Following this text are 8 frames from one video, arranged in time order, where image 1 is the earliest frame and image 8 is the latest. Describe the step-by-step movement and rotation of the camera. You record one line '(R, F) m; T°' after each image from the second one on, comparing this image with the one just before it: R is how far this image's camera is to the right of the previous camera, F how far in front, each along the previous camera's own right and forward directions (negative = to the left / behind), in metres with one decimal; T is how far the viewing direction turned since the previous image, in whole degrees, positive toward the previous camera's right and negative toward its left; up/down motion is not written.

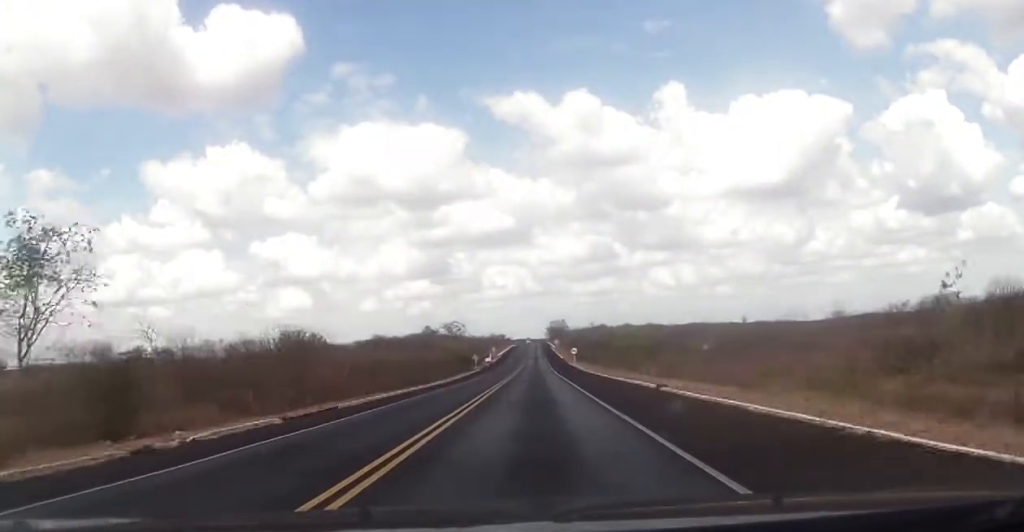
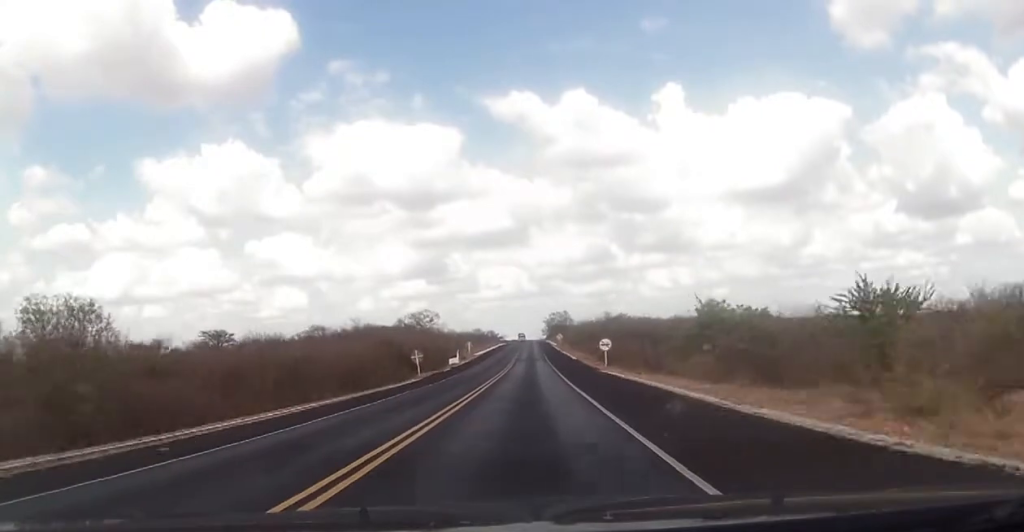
(+0.5, +50.2) m; 0°
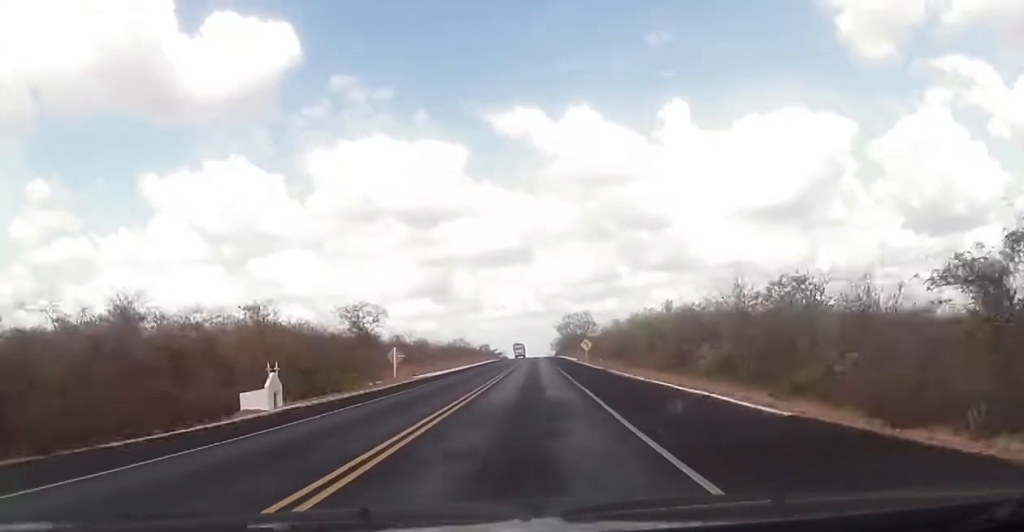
(-0.1, +59.9) m; 0°
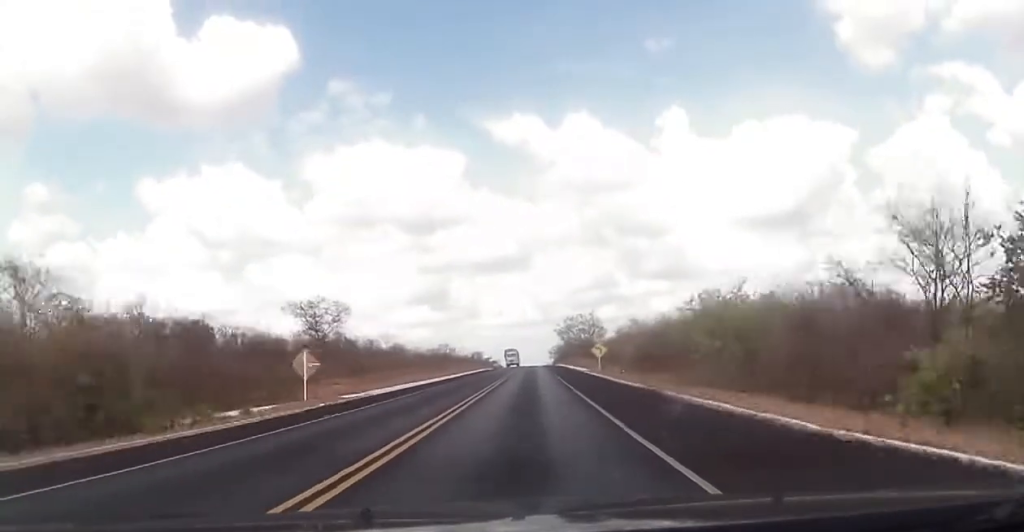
(0.0, +18.7) m; 0°
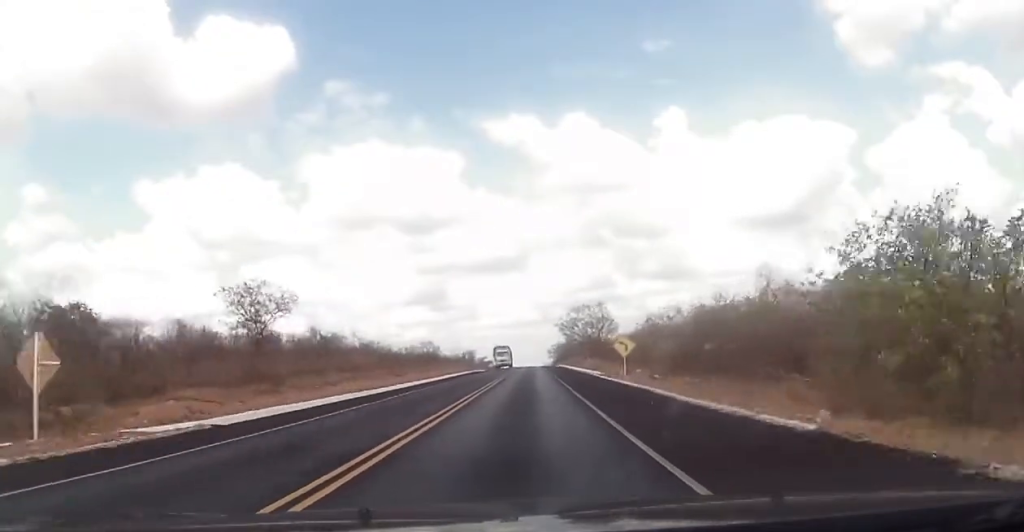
(0.0, +17.7) m; 0°
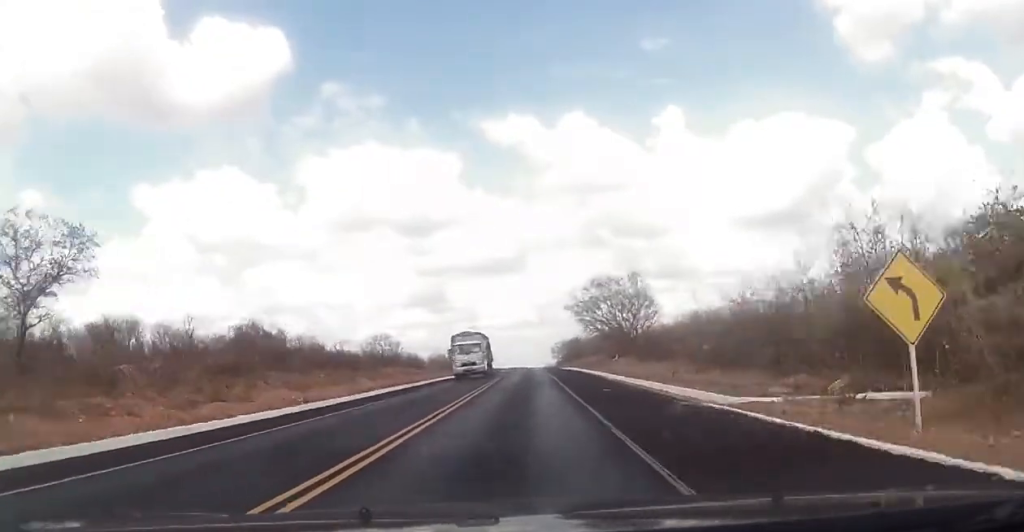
(+0.1, +32.2) m; 0°
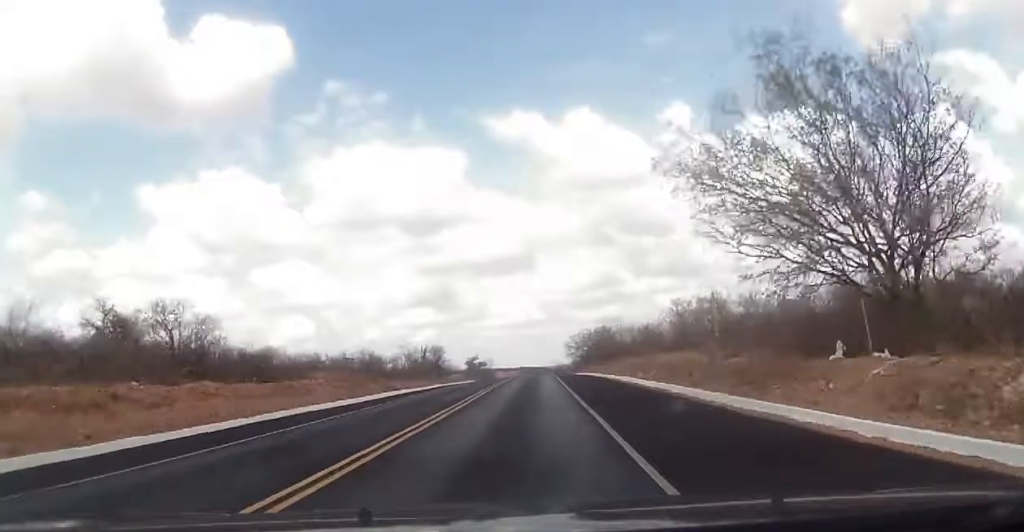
(-0.4, +45.6) m; 0°
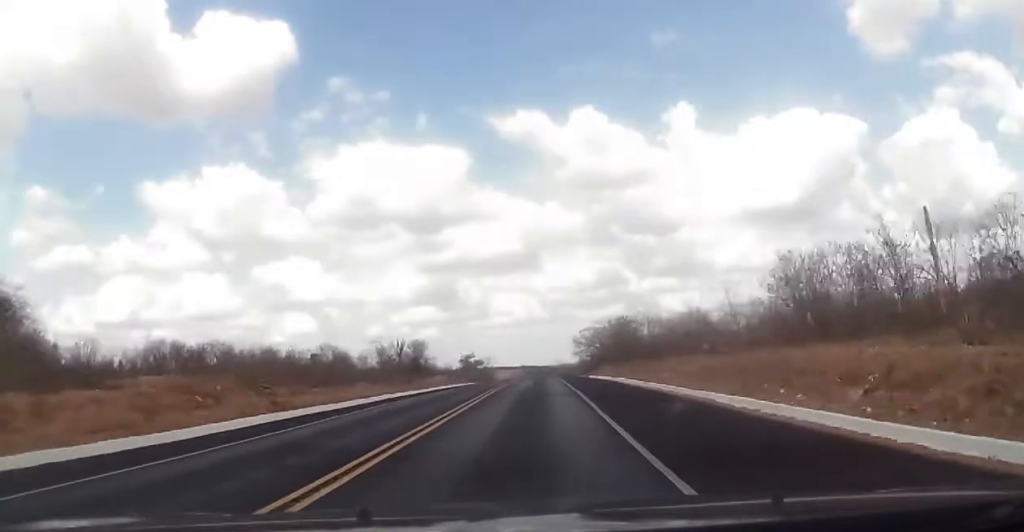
(0.0, +20.1) m; 0°
